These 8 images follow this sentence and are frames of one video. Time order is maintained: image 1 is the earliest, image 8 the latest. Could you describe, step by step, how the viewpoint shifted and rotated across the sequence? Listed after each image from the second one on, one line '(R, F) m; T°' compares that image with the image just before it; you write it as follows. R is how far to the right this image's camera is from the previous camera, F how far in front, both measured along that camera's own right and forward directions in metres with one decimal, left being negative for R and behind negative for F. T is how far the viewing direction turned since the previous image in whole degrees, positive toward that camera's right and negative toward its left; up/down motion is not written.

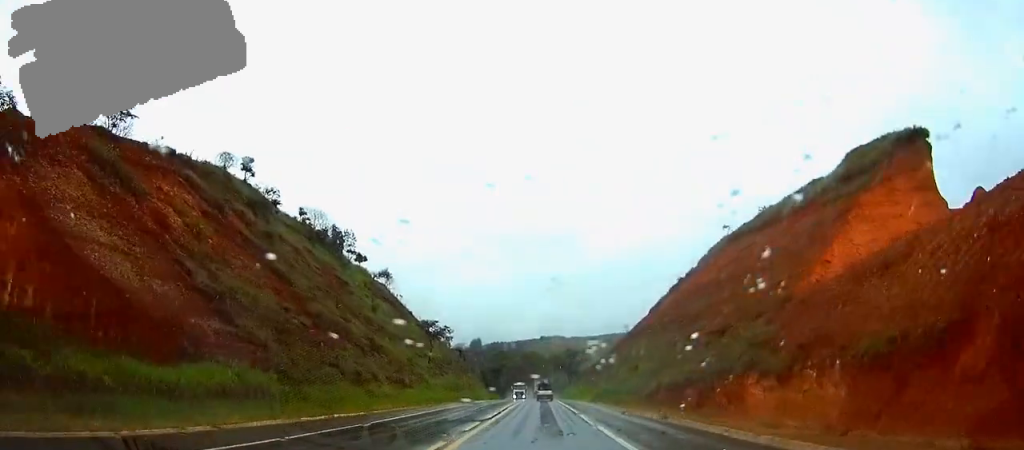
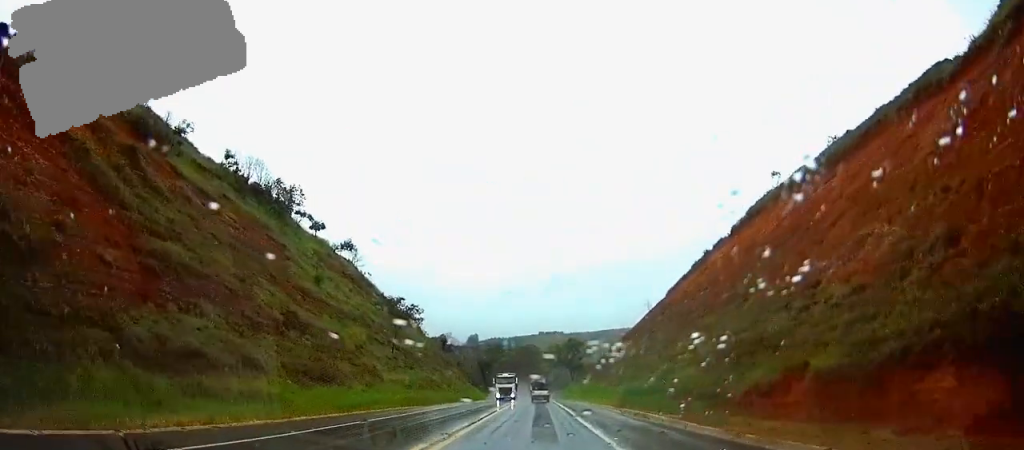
(-0.1, +26.1) m; 0°
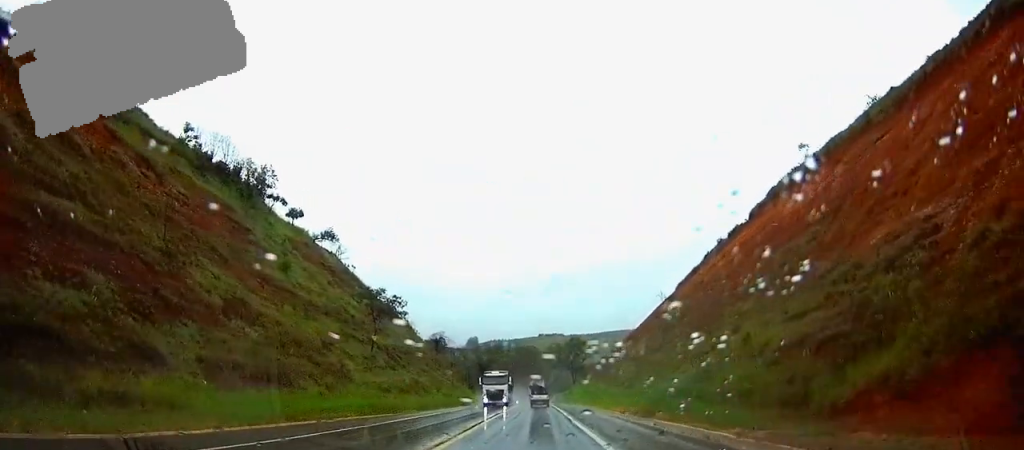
(0.0, +10.5) m; 0°
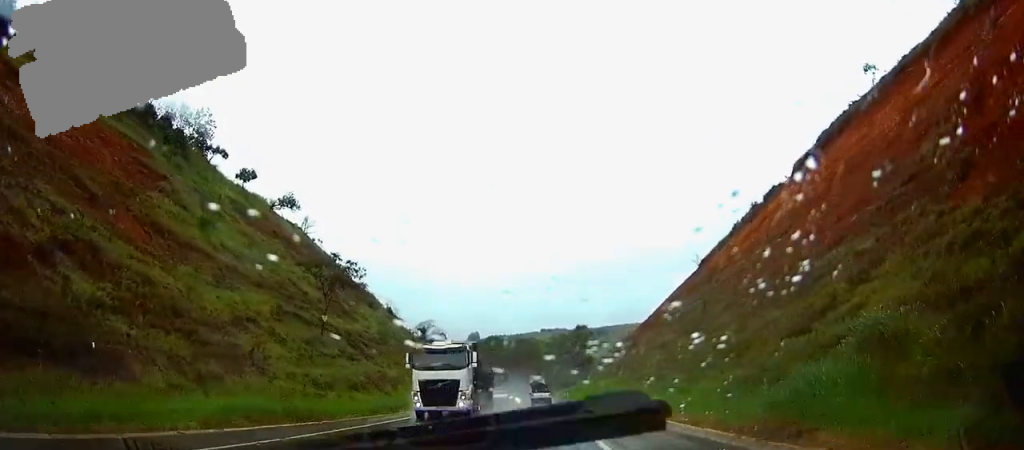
(0.0, +18.5) m; 0°
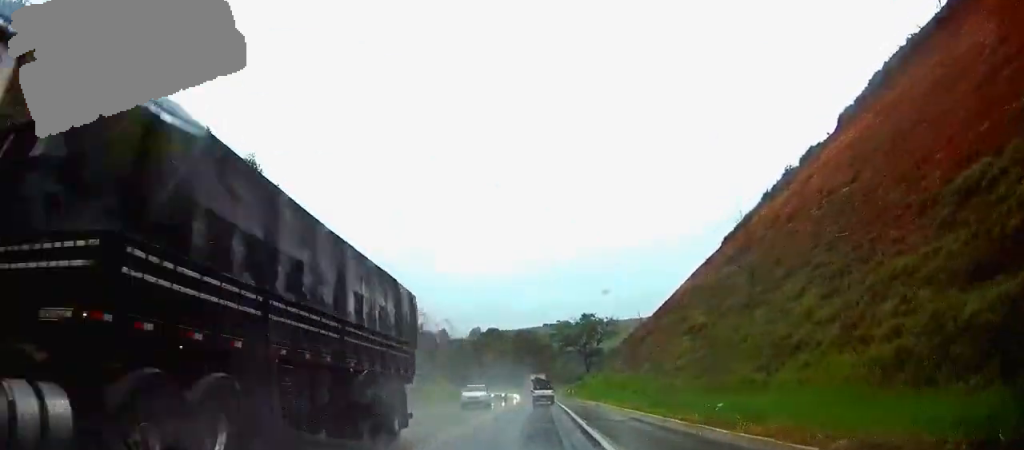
(0.0, +13.9) m; 0°
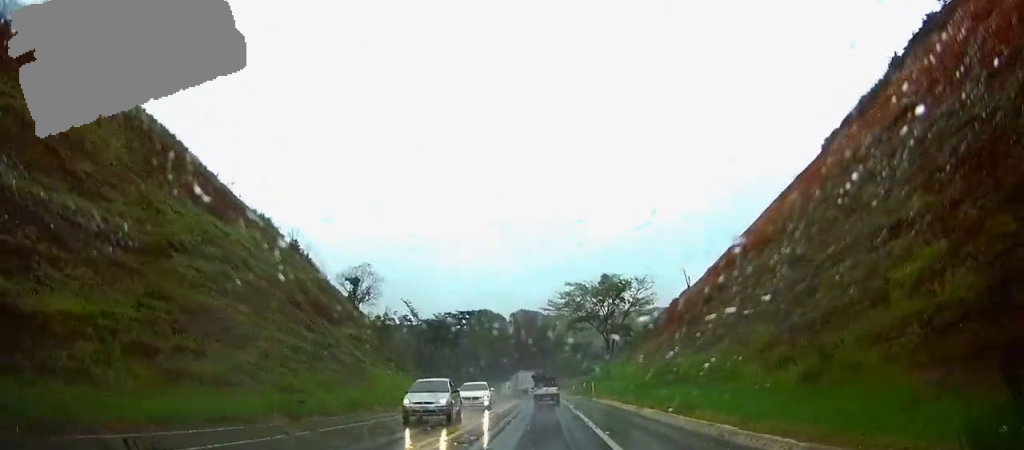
(-0.1, +38.0) m; 0°
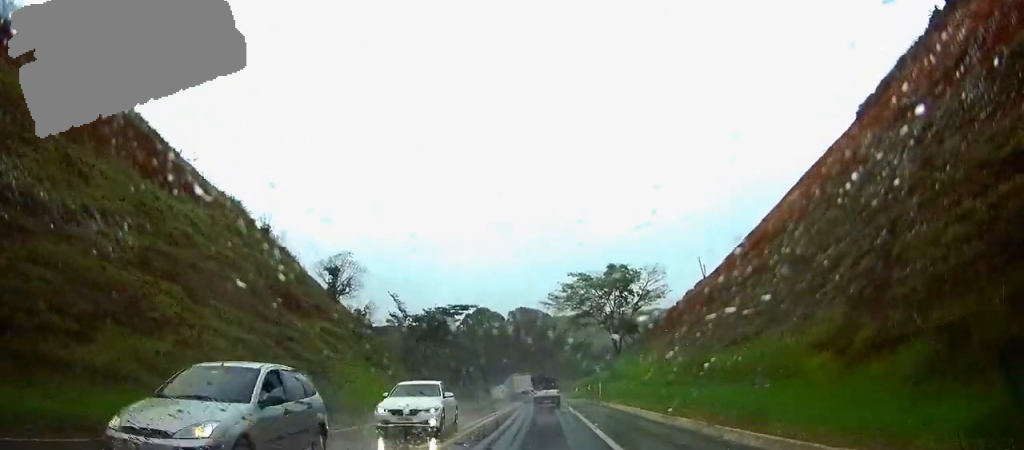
(0.0, +8.4) m; 0°
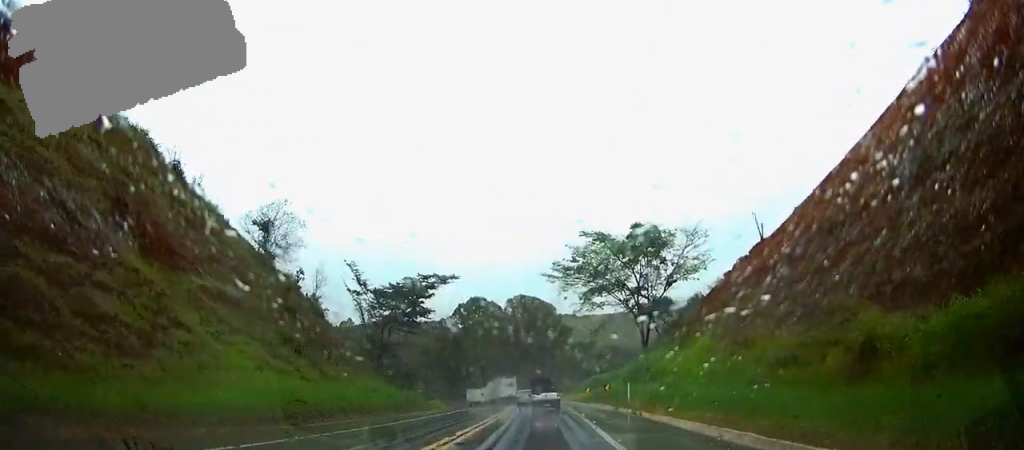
(-0.1, +20.2) m; 0°
